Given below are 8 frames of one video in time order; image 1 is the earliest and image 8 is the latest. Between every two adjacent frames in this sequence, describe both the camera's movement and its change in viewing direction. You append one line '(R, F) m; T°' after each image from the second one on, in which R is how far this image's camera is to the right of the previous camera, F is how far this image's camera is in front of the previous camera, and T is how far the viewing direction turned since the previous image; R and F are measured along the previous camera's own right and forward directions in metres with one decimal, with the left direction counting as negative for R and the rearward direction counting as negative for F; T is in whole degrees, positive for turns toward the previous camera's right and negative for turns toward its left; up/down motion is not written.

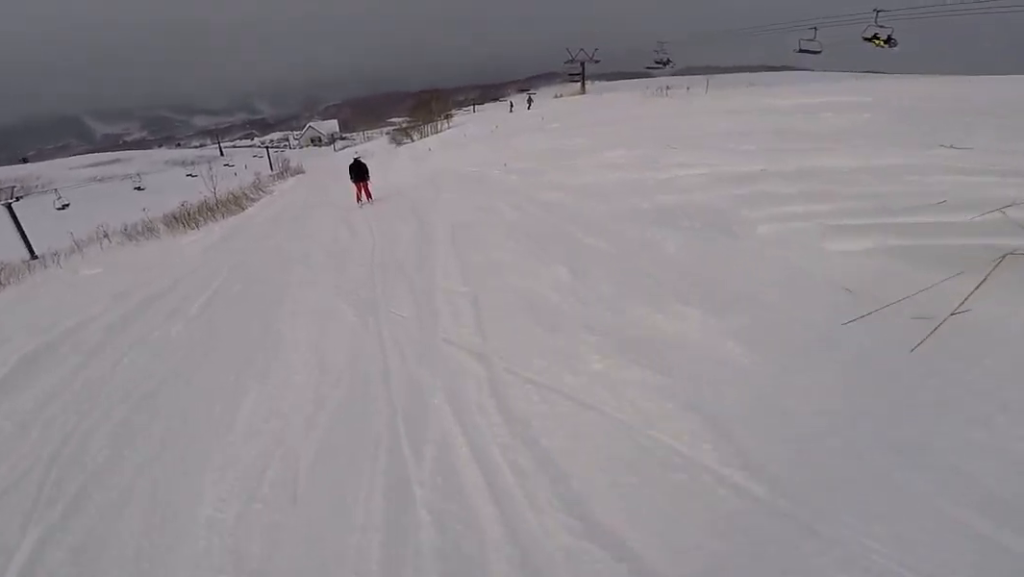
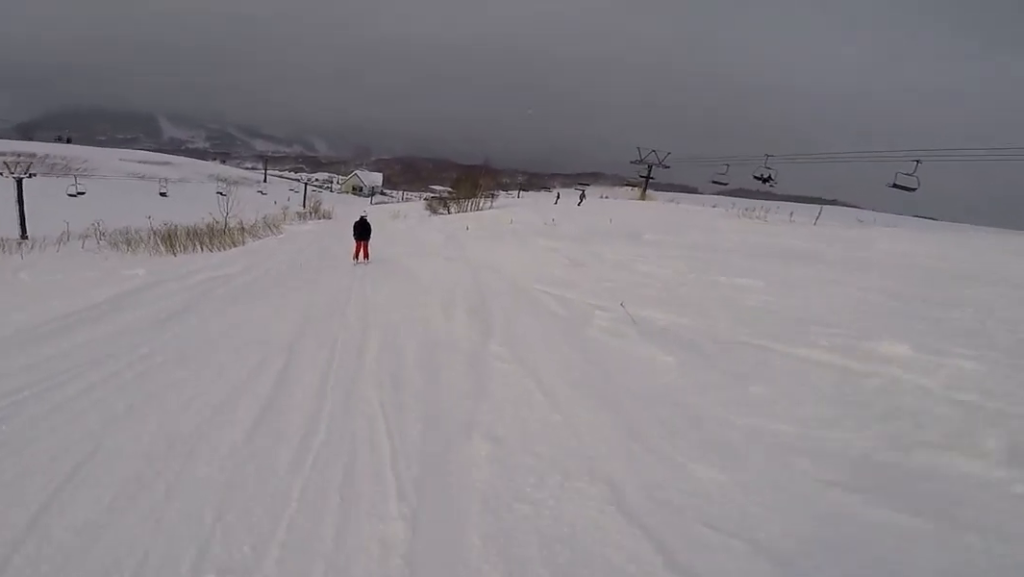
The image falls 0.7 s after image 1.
(-0.2, +6.5) m; -2°
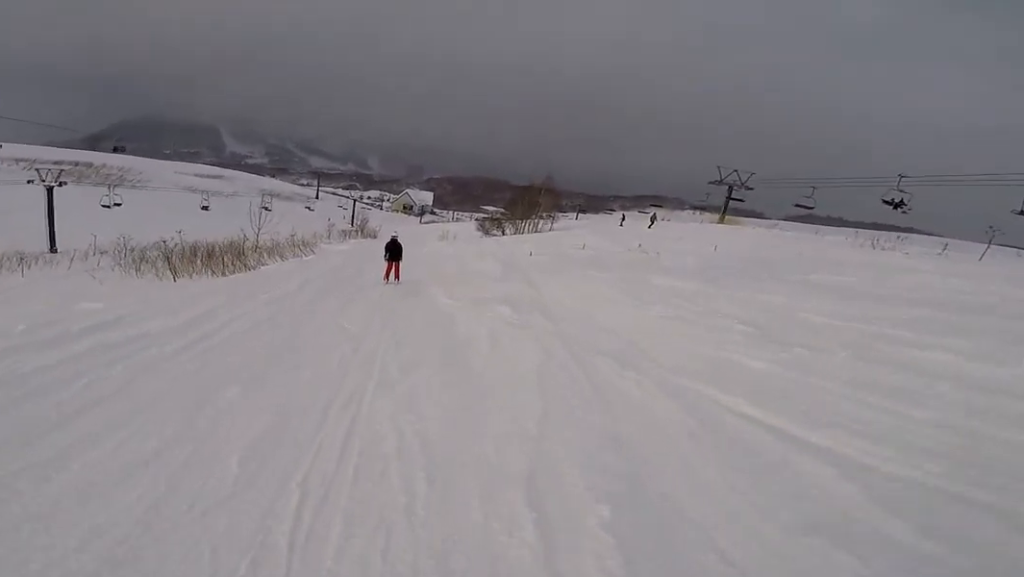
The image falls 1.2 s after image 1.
(-0.6, +5.6) m; 0°
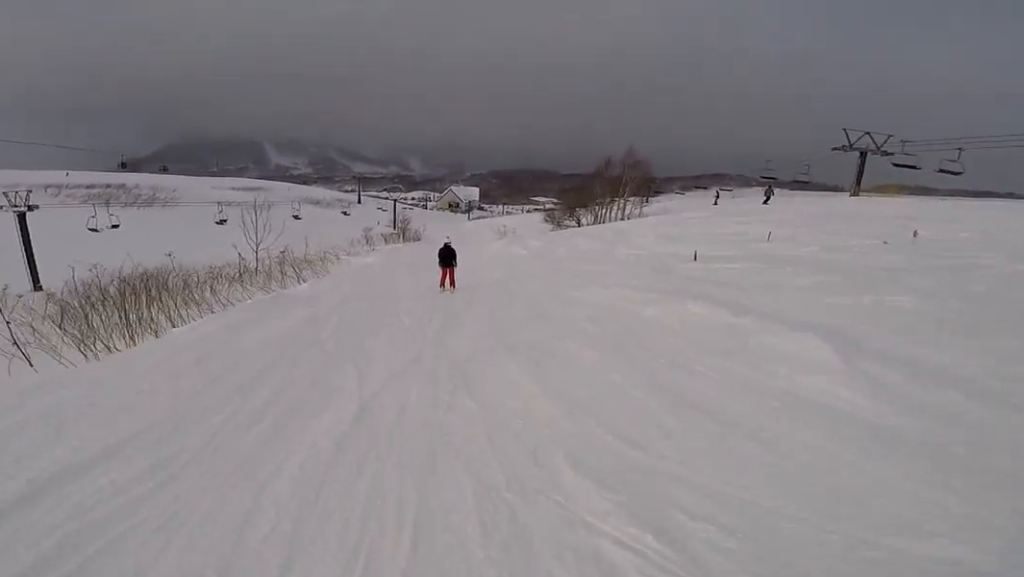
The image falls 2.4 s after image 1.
(+0.9, +11.4) m; 0°
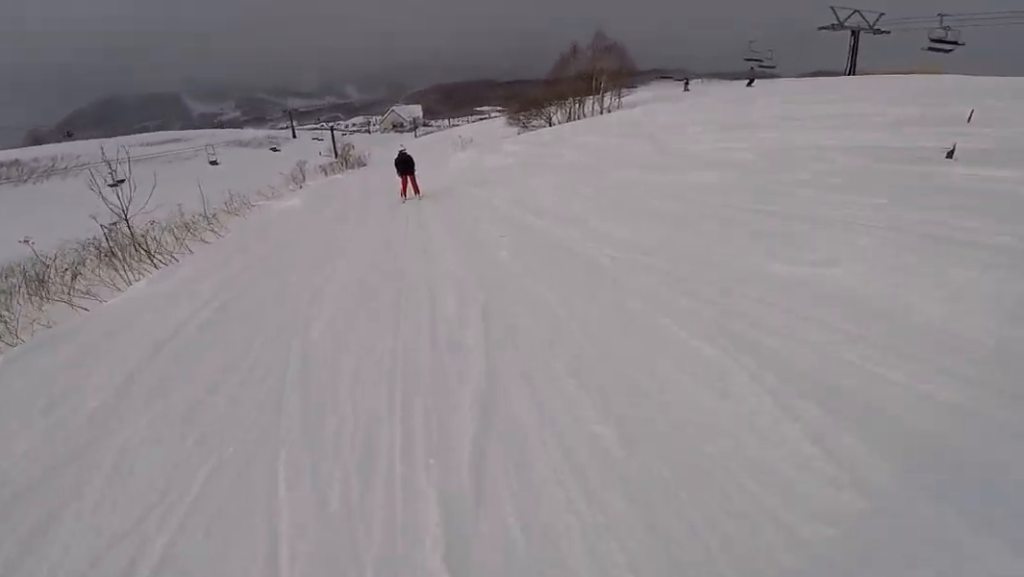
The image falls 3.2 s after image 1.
(-0.8, +7.9) m; 0°
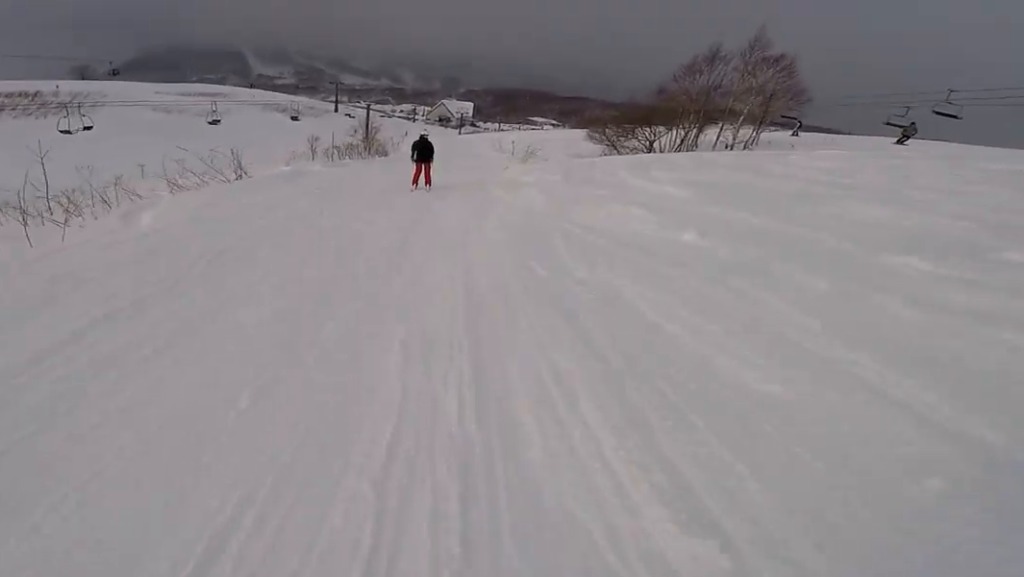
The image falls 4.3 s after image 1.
(+0.8, +11.3) m; 0°
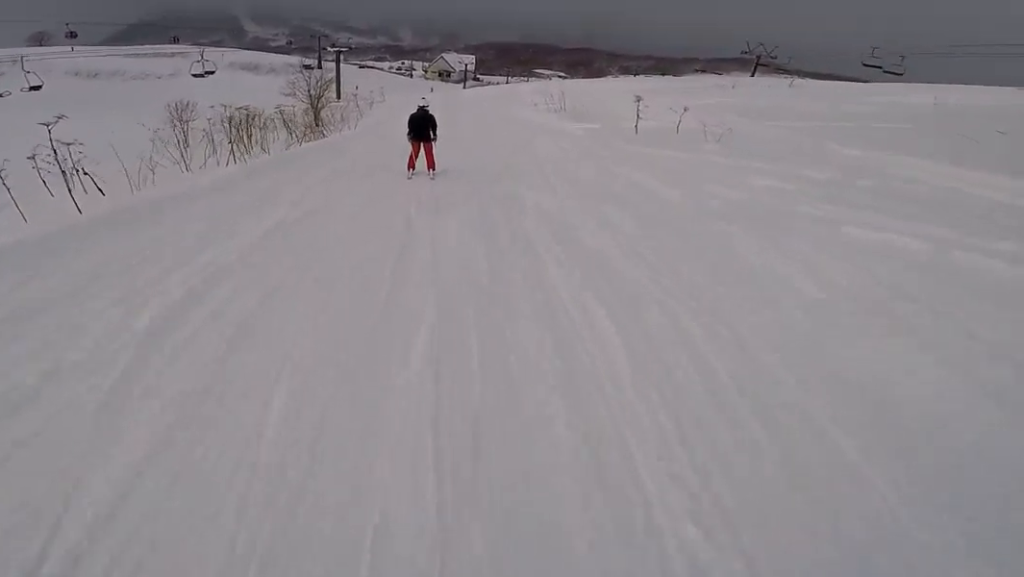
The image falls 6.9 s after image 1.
(+0.1, +26.9) m; +3°
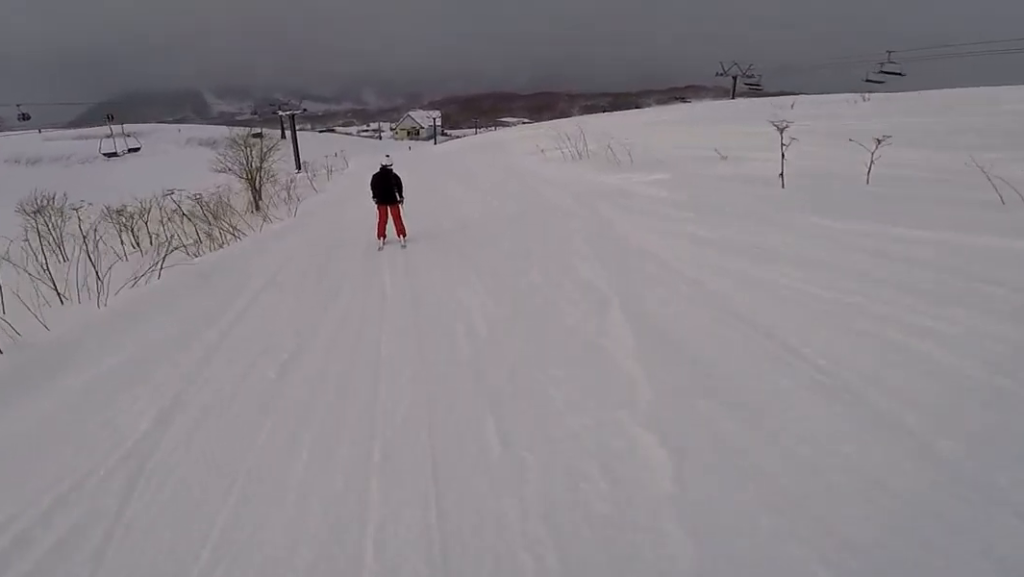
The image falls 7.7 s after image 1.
(-0.1, +8.2) m; -1°
